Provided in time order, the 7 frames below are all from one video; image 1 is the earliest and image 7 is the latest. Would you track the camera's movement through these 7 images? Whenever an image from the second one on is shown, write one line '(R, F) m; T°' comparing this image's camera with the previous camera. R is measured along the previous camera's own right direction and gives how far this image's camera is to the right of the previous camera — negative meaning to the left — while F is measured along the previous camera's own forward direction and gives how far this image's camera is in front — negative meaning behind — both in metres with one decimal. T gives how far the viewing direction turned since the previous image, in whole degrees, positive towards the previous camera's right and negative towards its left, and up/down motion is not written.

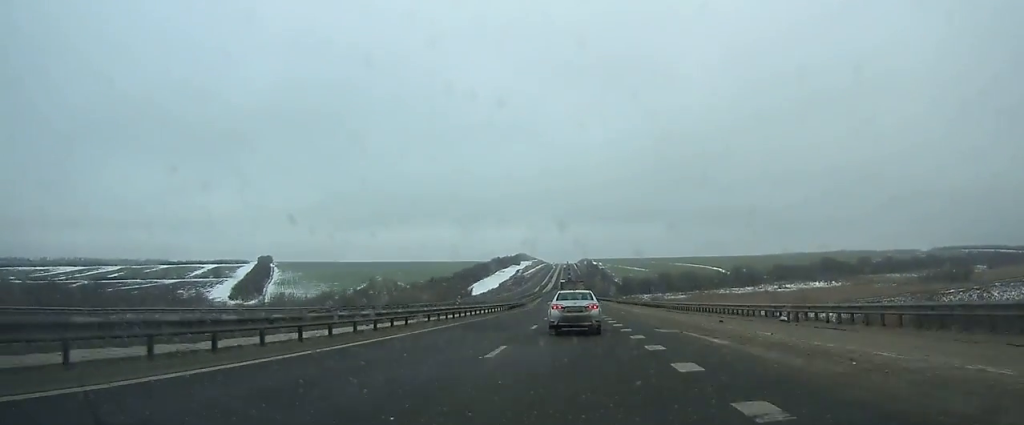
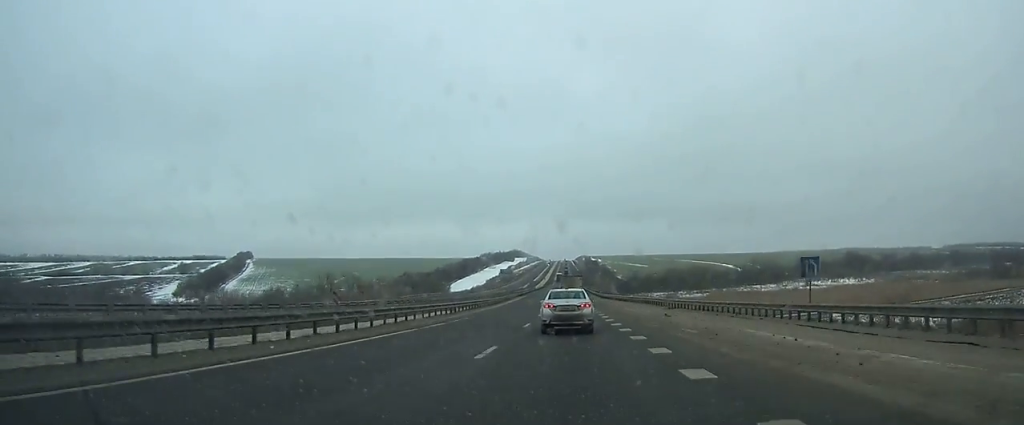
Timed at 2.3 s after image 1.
(0.0, +56.6) m; 0°
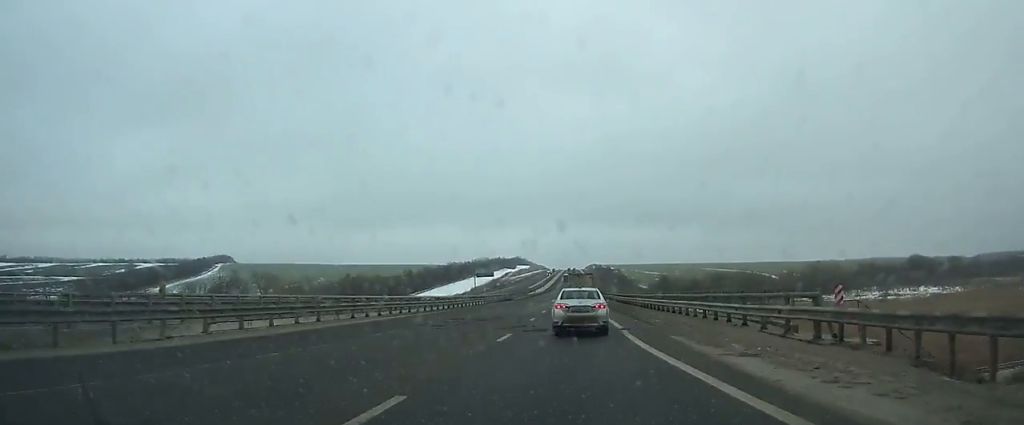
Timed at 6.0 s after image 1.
(-0.4, +89.7) m; -1°
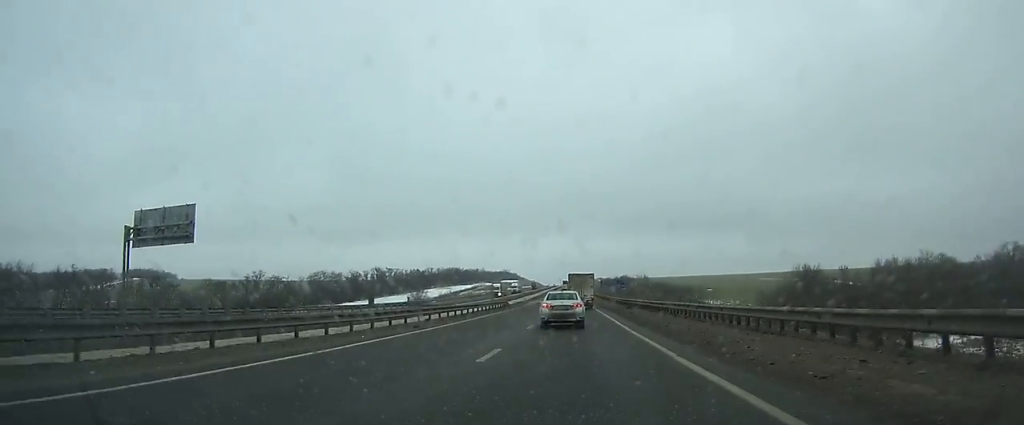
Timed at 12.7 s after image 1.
(-1.2, +159.5) m; 0°
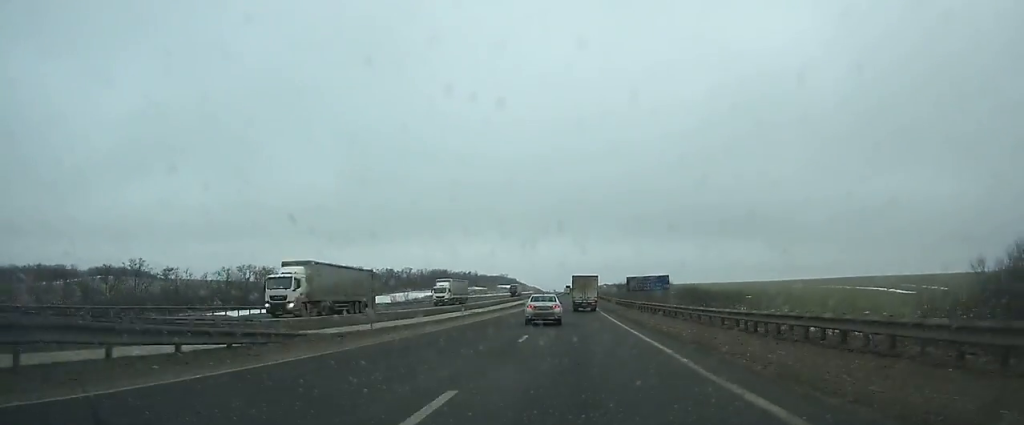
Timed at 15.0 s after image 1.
(+0.2, +54.7) m; 0°
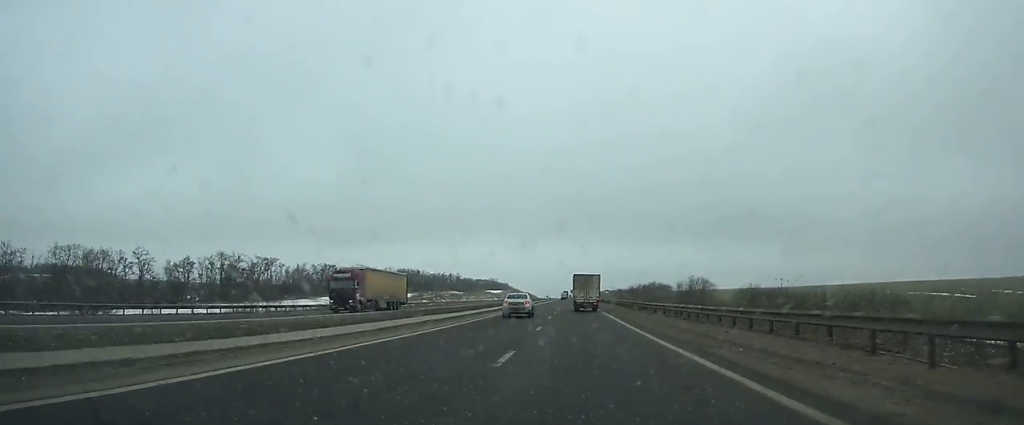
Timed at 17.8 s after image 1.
(+0.1, +67.0) m; 0°
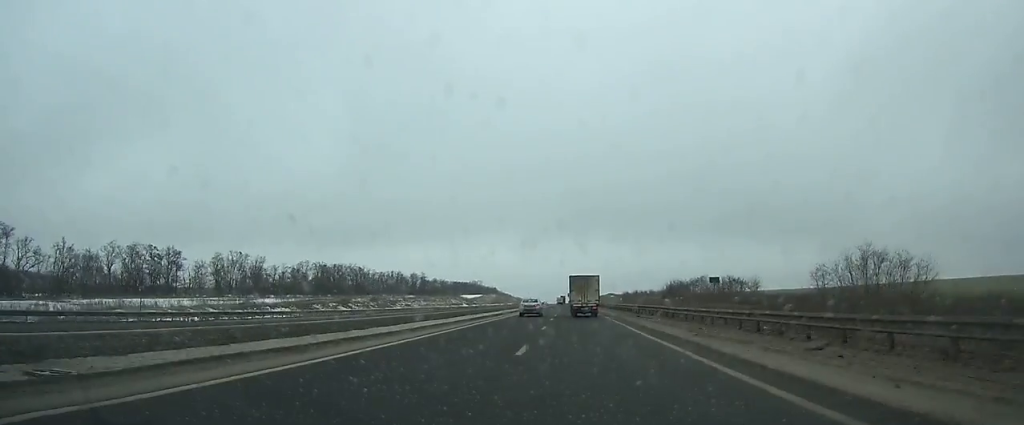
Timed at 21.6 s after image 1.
(+0.3, +91.9) m; 0°
